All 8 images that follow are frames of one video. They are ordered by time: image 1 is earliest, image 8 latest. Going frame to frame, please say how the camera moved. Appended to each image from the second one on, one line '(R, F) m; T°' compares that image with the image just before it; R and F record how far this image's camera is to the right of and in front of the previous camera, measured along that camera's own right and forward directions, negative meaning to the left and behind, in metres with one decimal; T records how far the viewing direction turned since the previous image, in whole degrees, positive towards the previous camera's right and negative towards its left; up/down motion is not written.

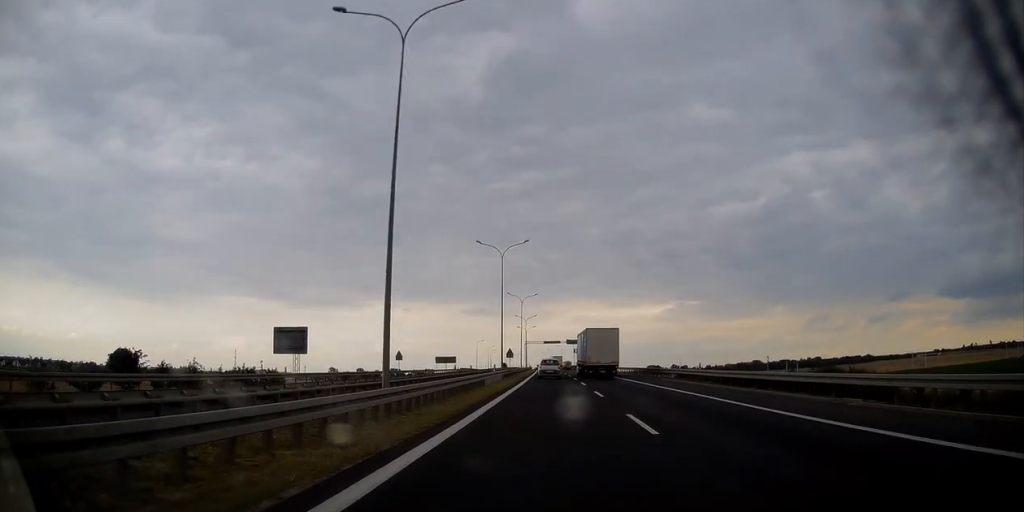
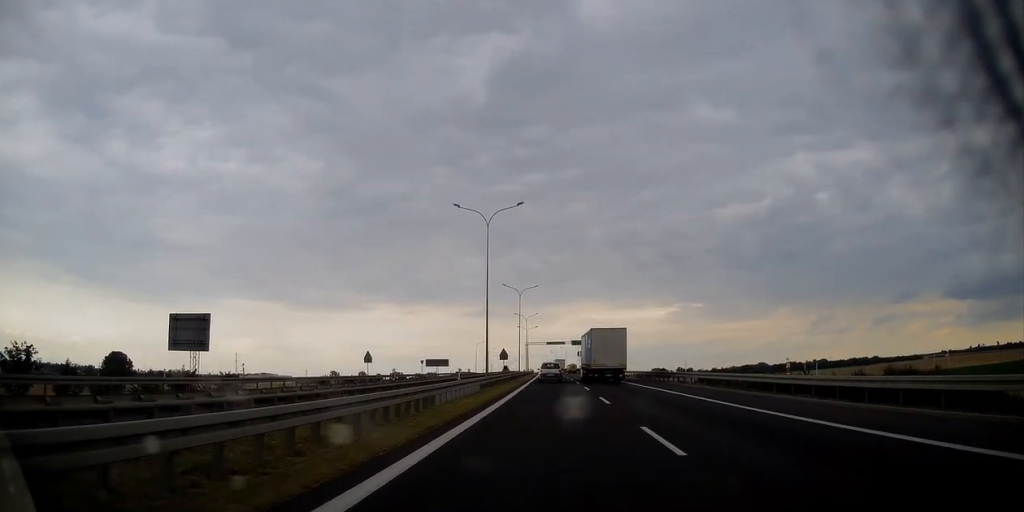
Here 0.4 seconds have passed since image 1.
(0.0, +13.2) m; 0°
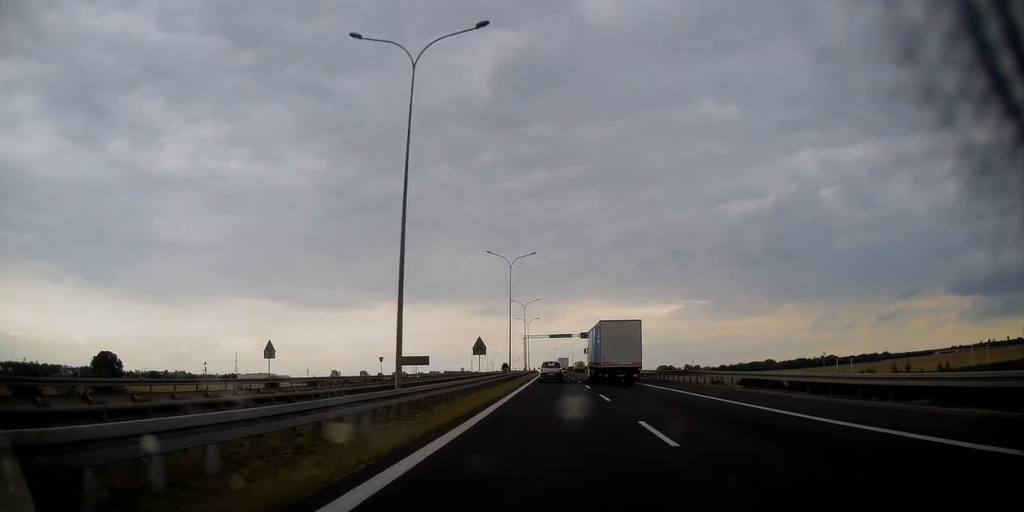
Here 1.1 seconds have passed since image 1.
(-0.2, +24.2) m; 0°
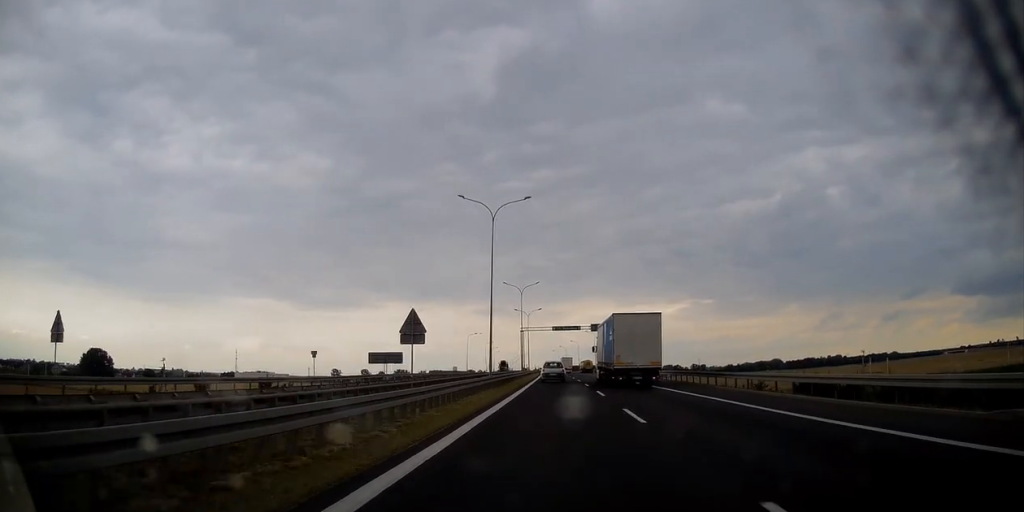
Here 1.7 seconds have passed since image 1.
(-0.1, +19.9) m; 0°
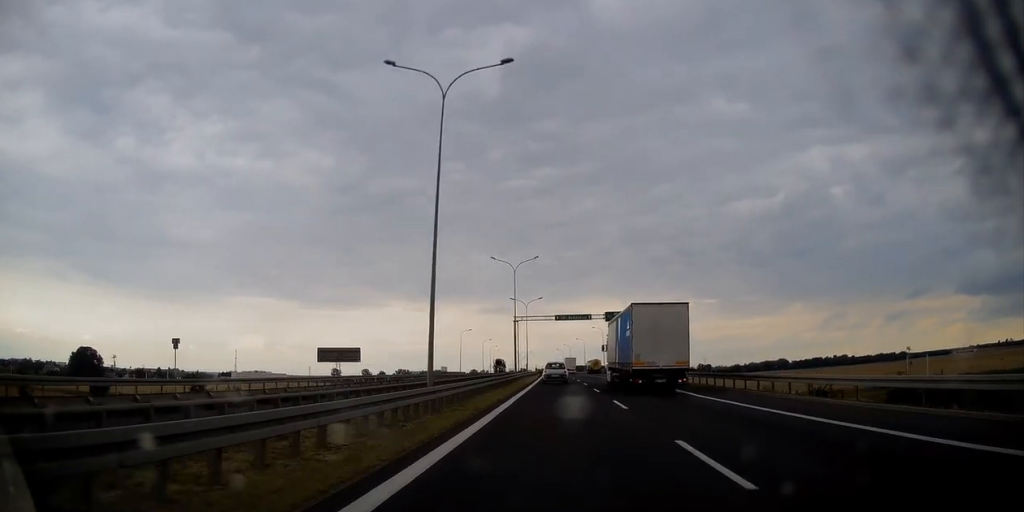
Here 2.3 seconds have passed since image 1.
(0.0, +18.9) m; 0°
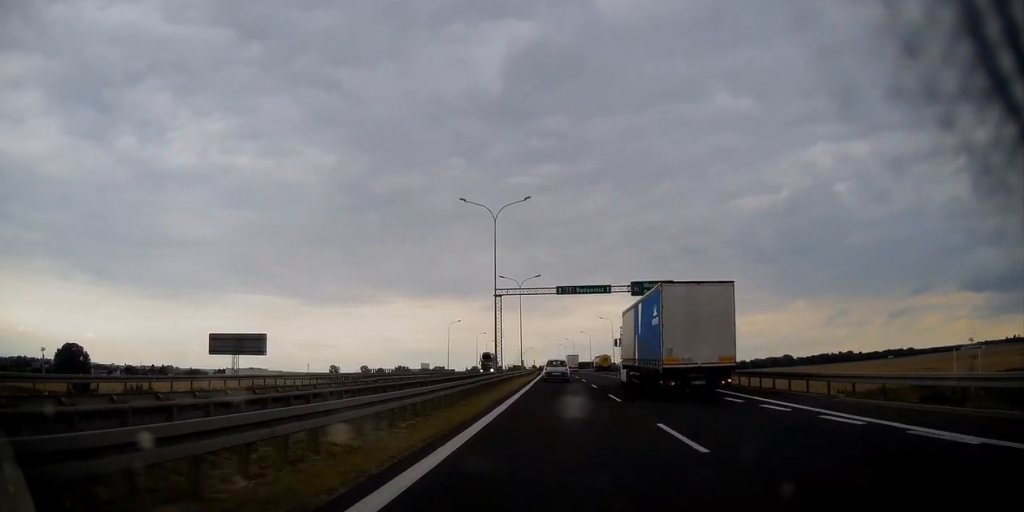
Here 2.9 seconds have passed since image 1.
(-0.1, +21.2) m; 0°
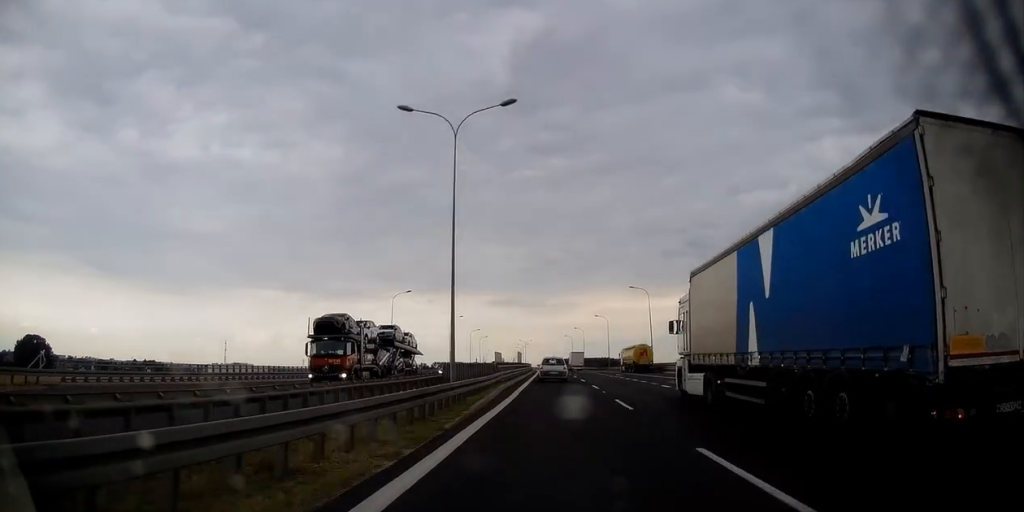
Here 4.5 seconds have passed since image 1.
(-0.3, +51.4) m; -1°
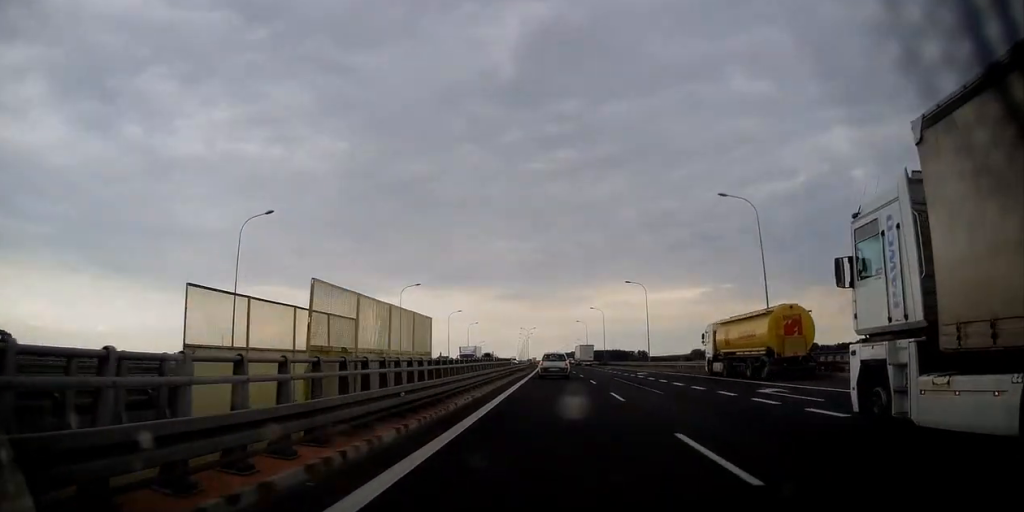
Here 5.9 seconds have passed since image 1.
(-0.3, +47.5) m; 0°
